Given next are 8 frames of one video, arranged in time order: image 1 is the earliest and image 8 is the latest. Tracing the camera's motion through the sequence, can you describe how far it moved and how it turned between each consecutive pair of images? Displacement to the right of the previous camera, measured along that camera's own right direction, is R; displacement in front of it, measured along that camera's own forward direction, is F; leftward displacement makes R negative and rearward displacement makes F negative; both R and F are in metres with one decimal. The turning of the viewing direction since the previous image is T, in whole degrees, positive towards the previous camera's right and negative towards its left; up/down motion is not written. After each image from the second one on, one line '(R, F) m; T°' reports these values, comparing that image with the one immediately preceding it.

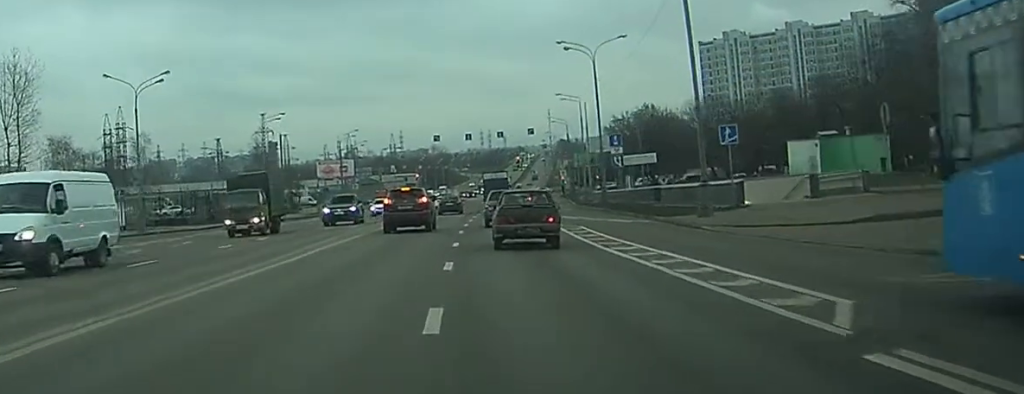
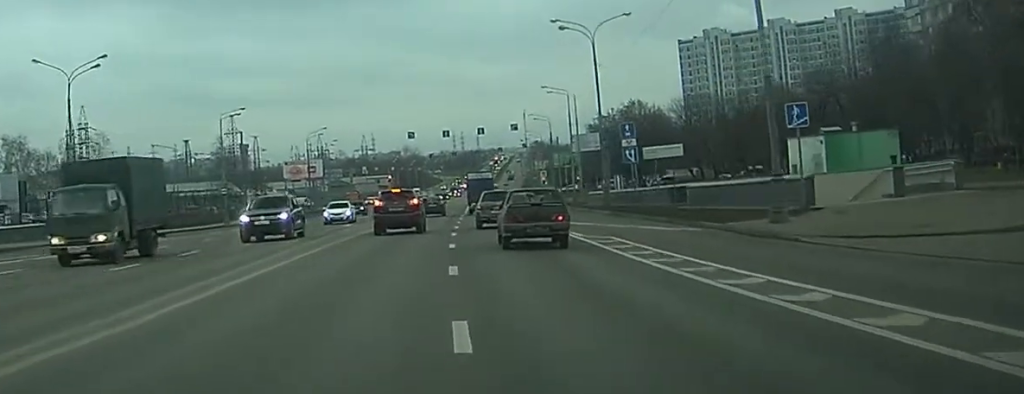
(0.0, +8.8) m; +1°
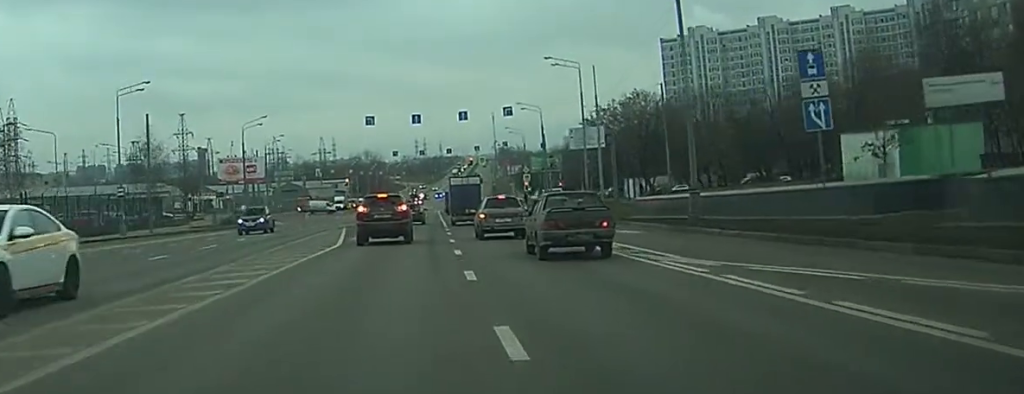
(+0.7, +23.9) m; +2°
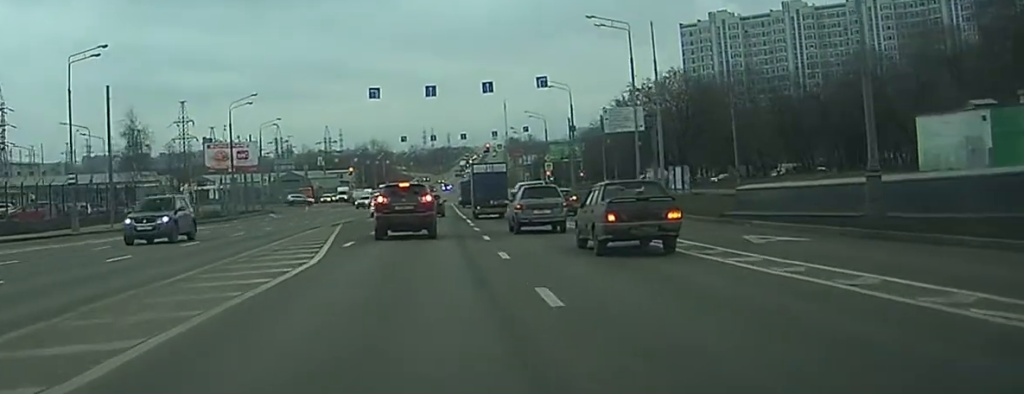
(0.0, +12.8) m; 0°
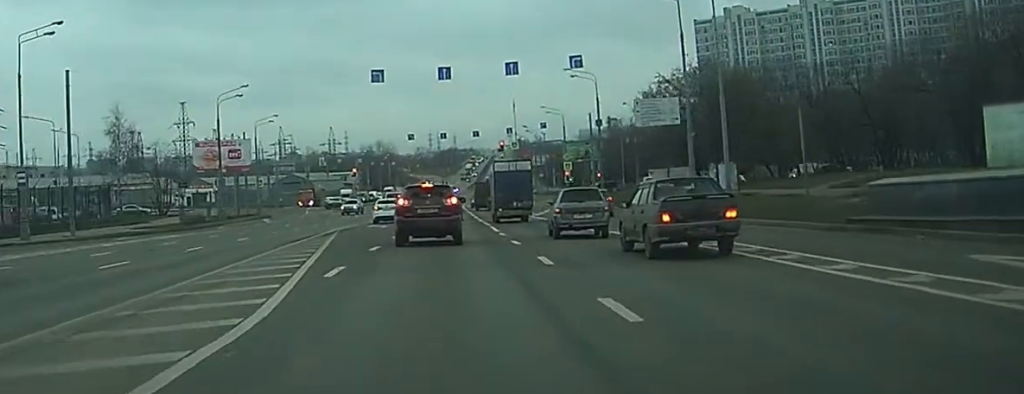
(0.0, +9.3) m; 0°
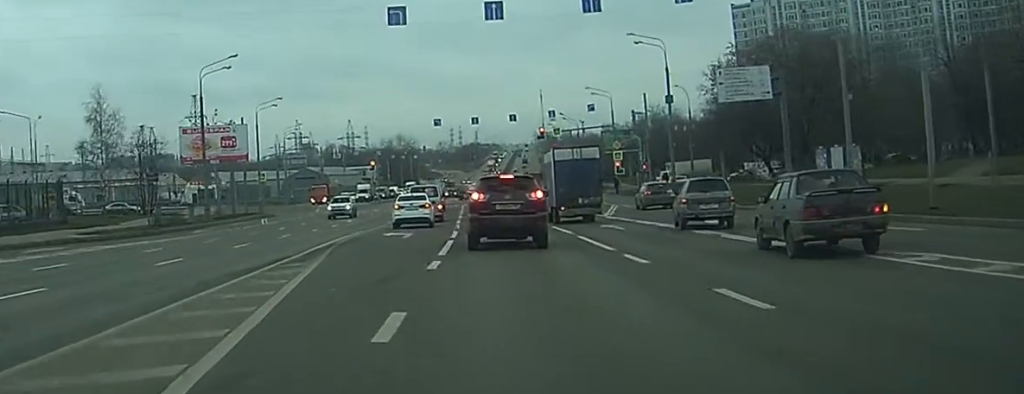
(-0.1, +15.8) m; -1°
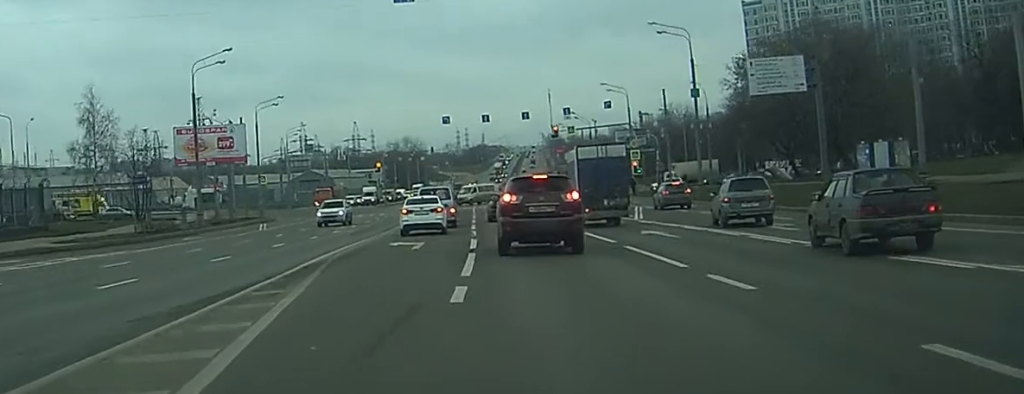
(0.0, +4.6) m; 0°
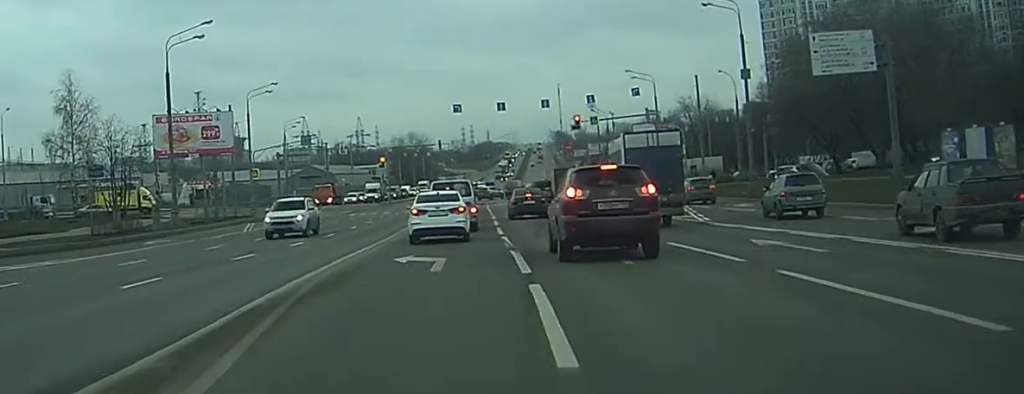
(-0.1, +8.2) m; 0°
